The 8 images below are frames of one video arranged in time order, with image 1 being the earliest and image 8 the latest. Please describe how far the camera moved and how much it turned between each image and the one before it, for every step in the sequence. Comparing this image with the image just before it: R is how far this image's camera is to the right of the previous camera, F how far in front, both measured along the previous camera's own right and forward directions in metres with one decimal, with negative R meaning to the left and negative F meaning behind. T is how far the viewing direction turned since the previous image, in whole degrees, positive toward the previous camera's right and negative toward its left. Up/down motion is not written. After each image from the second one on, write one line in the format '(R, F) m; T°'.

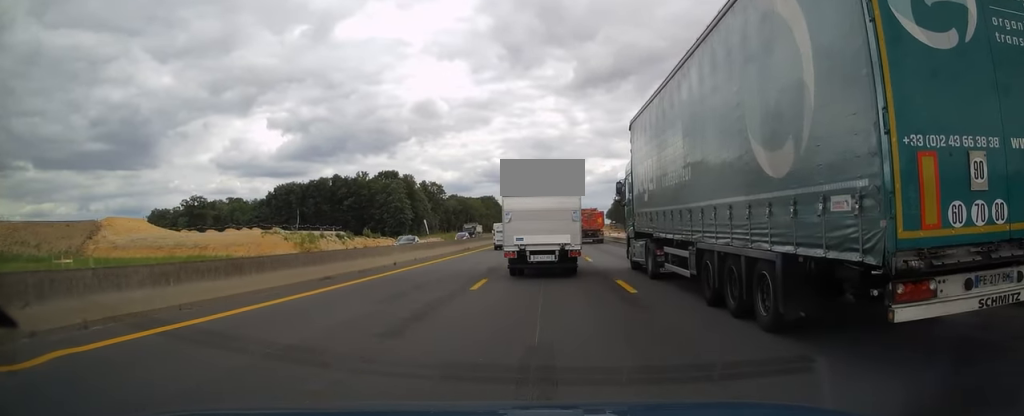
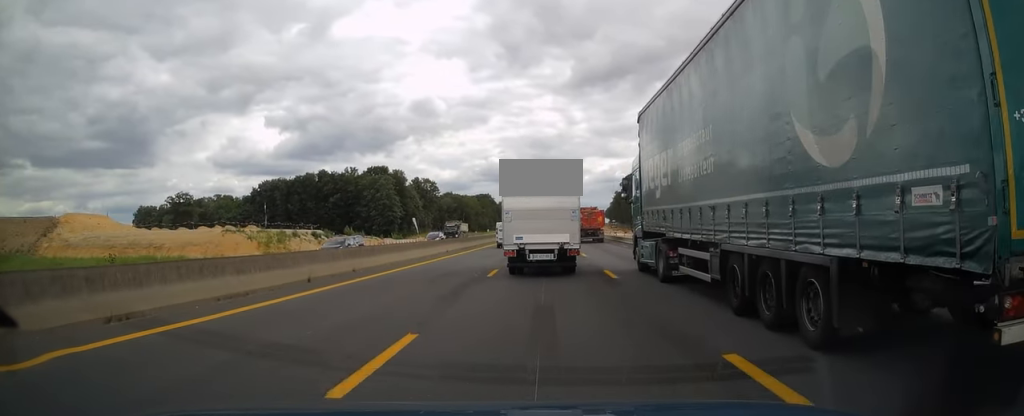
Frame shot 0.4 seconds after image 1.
(0.0, +9.5) m; 0°
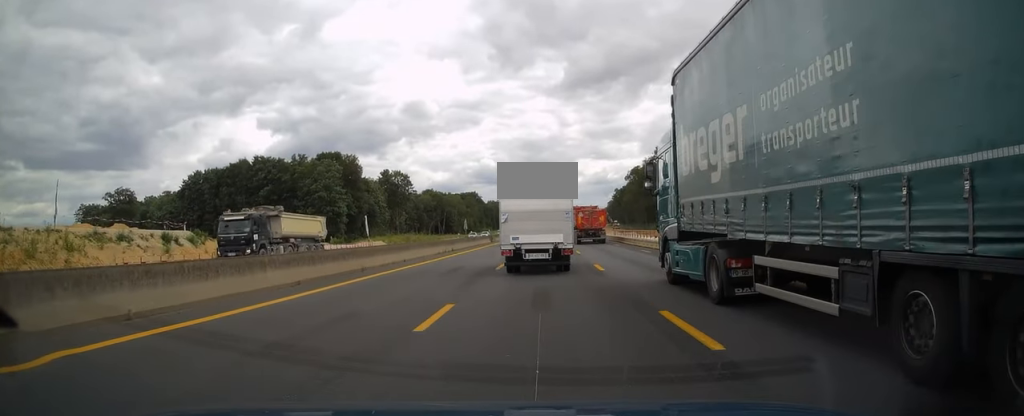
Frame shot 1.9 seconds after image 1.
(+0.1, +36.4) m; 0°
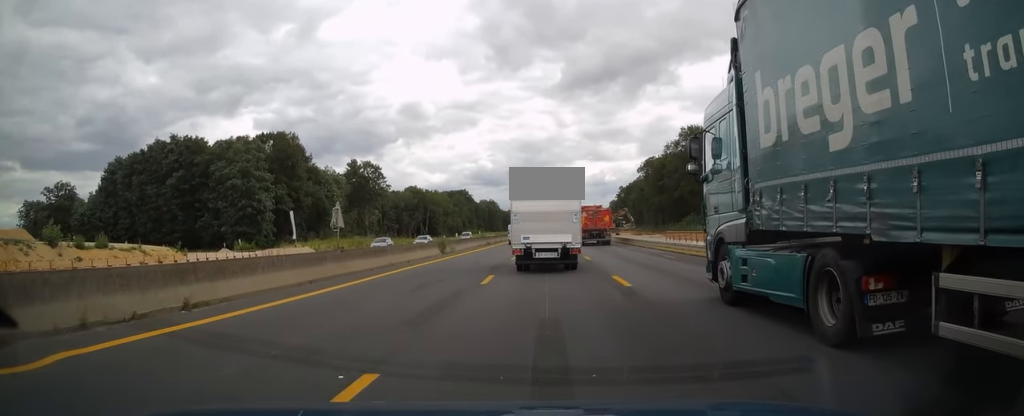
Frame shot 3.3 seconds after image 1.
(0.0, +31.6) m; 0°
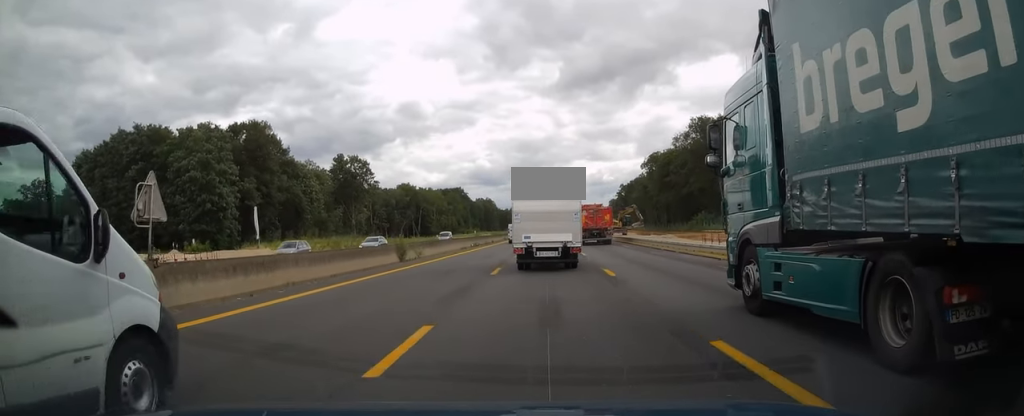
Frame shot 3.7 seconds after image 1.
(0.0, +10.1) m; 0°
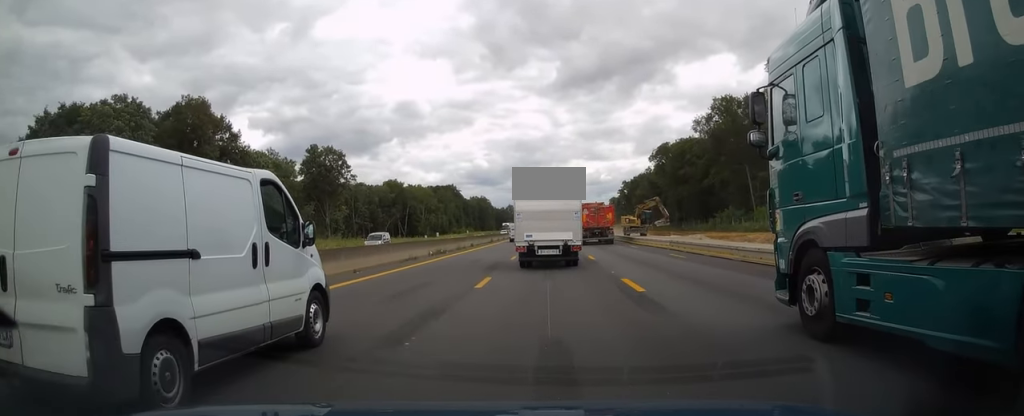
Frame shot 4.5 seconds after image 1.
(0.0, +17.5) m; 0°
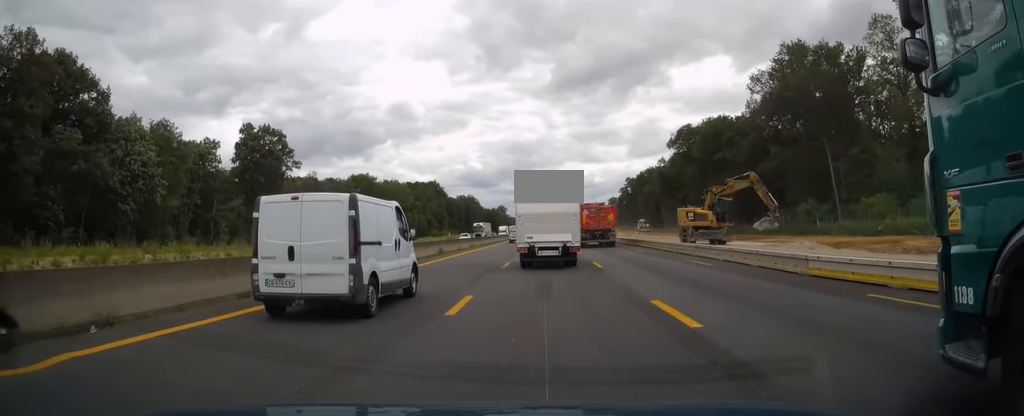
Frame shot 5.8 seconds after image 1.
(+0.2, +30.3) m; +1°
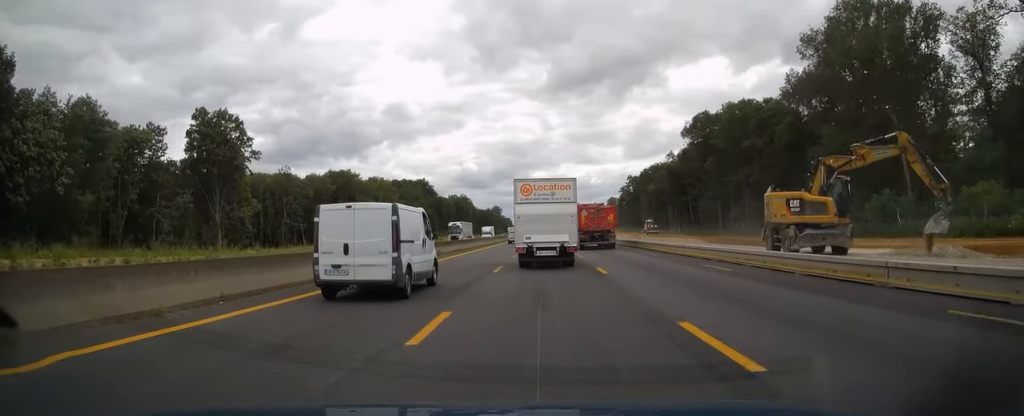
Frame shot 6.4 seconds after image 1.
(+0.1, +15.6) m; 0°
